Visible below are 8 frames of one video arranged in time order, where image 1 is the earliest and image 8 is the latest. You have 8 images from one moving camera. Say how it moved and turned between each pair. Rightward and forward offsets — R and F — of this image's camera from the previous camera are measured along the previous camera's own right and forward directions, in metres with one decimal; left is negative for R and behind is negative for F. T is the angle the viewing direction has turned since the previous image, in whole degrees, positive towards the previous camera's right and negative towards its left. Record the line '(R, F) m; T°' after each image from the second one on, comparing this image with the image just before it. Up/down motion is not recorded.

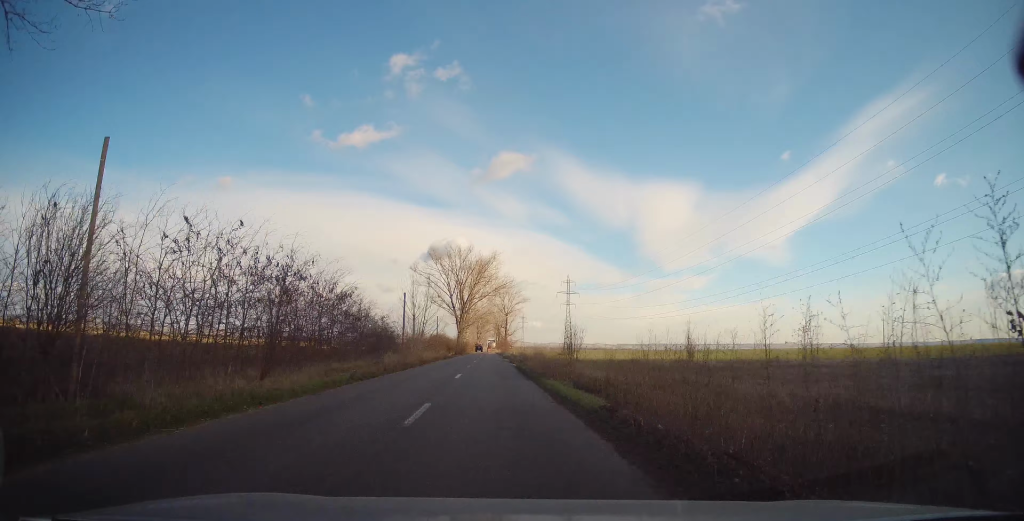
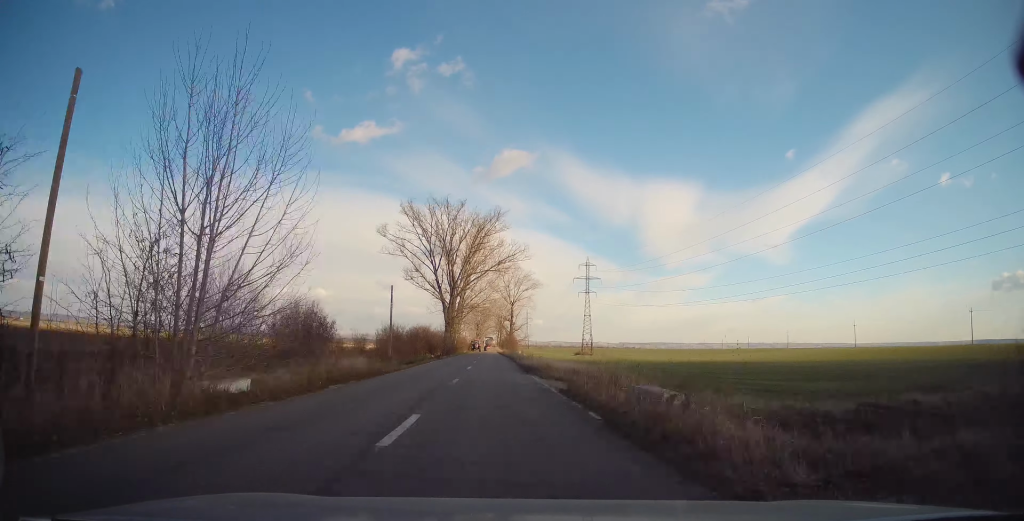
(-0.3, +38.8) m; +1°
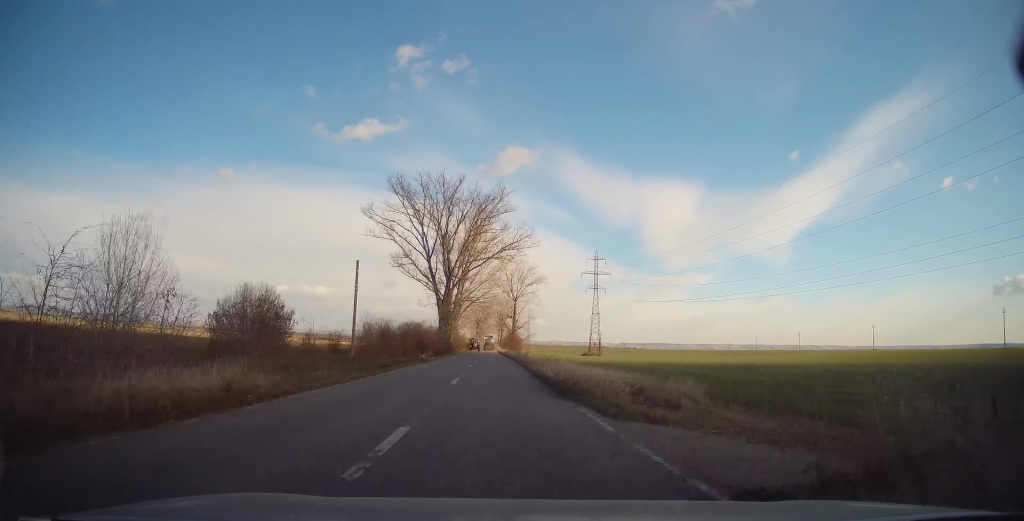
(+0.1, +11.6) m; +1°
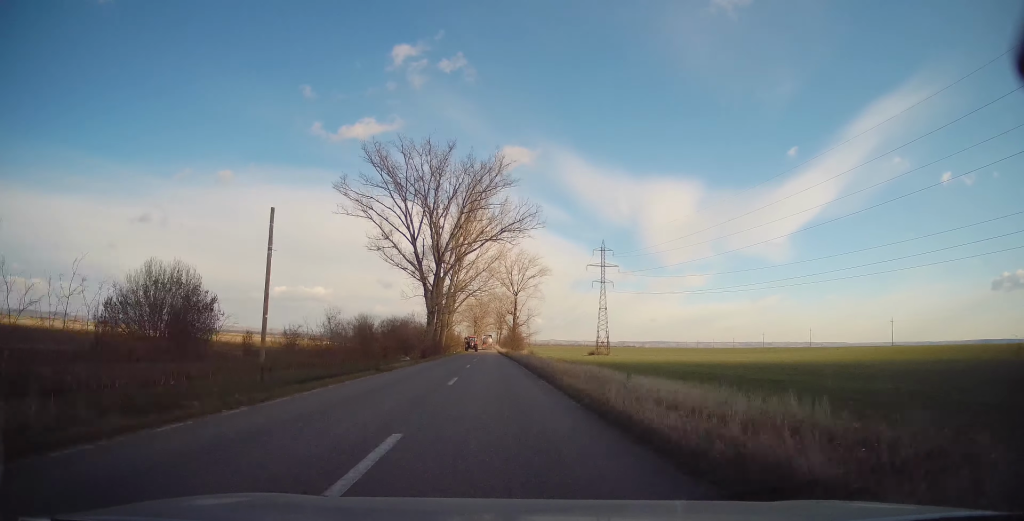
(0.0, +12.9) m; -1°
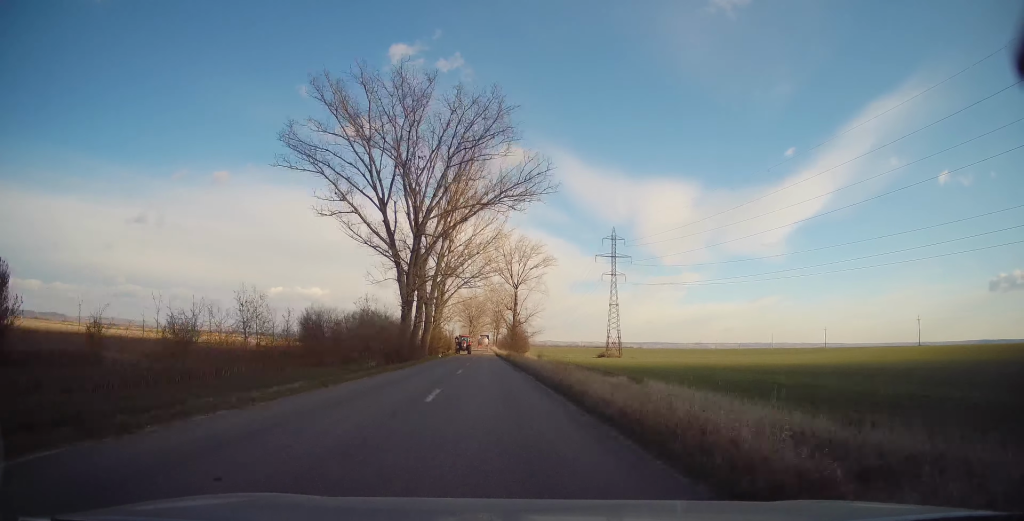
(0.0, +16.8) m; -1°
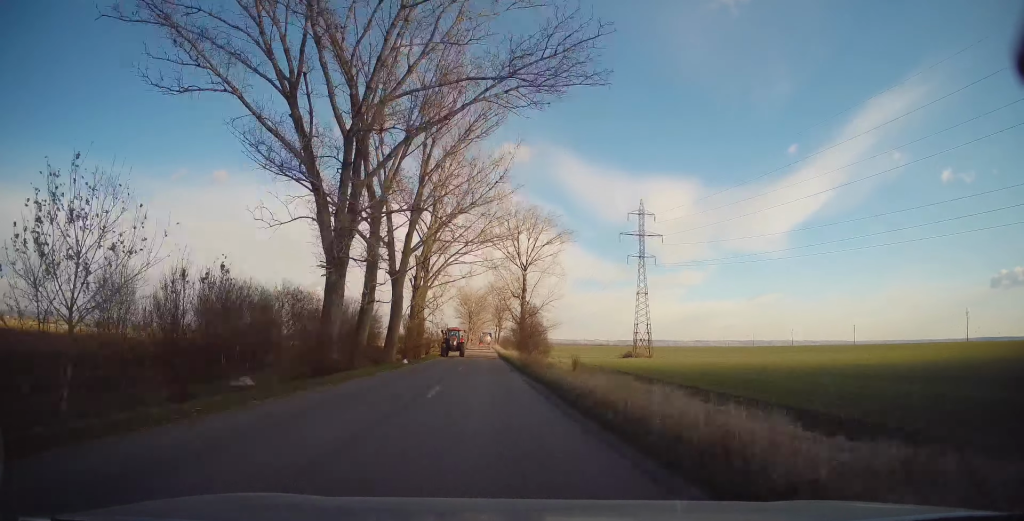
(-0.5, +22.7) m; 0°
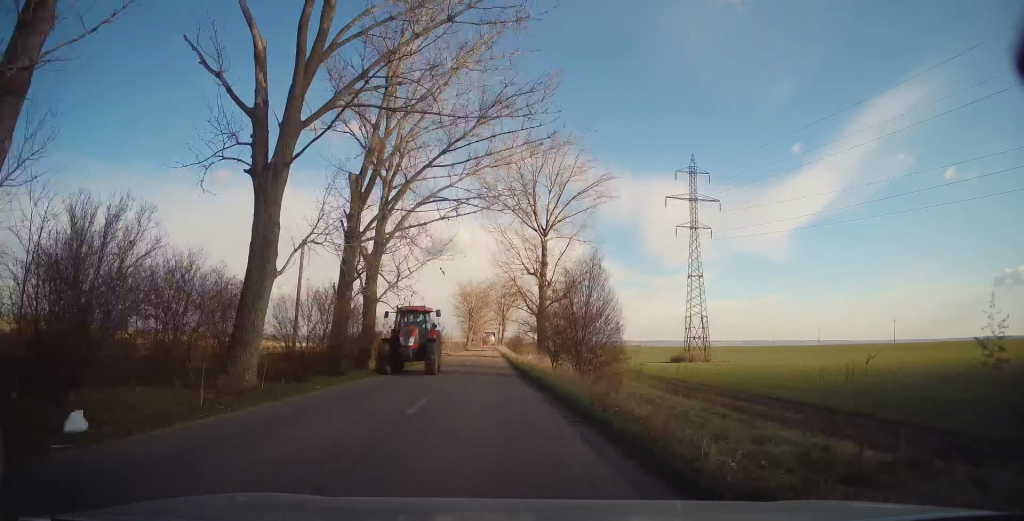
(+0.4, +26.9) m; 0°
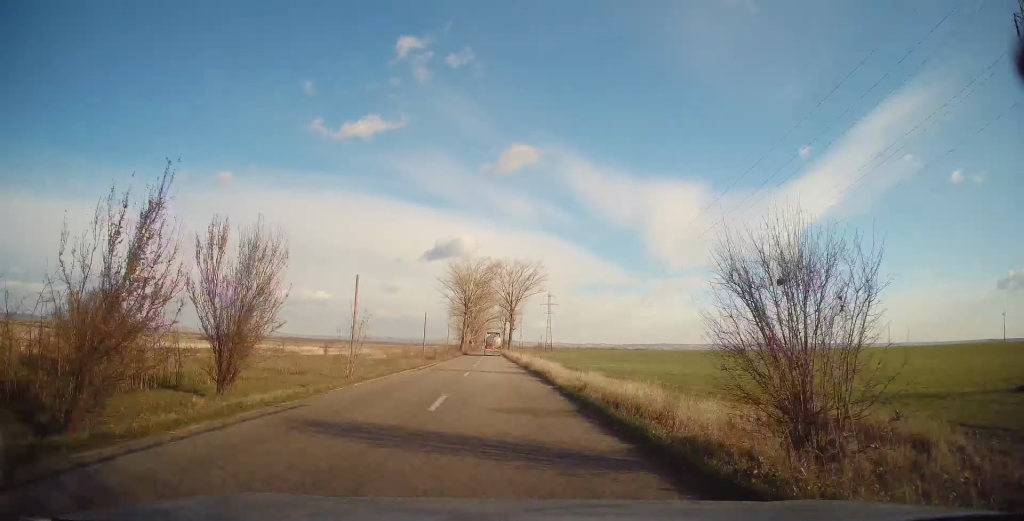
(-0.3, +60.1) m; -1°
